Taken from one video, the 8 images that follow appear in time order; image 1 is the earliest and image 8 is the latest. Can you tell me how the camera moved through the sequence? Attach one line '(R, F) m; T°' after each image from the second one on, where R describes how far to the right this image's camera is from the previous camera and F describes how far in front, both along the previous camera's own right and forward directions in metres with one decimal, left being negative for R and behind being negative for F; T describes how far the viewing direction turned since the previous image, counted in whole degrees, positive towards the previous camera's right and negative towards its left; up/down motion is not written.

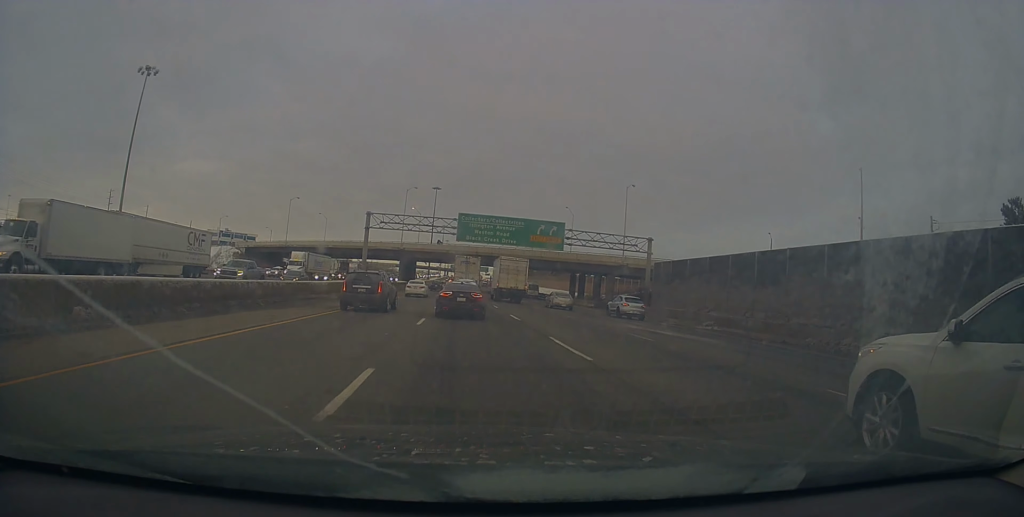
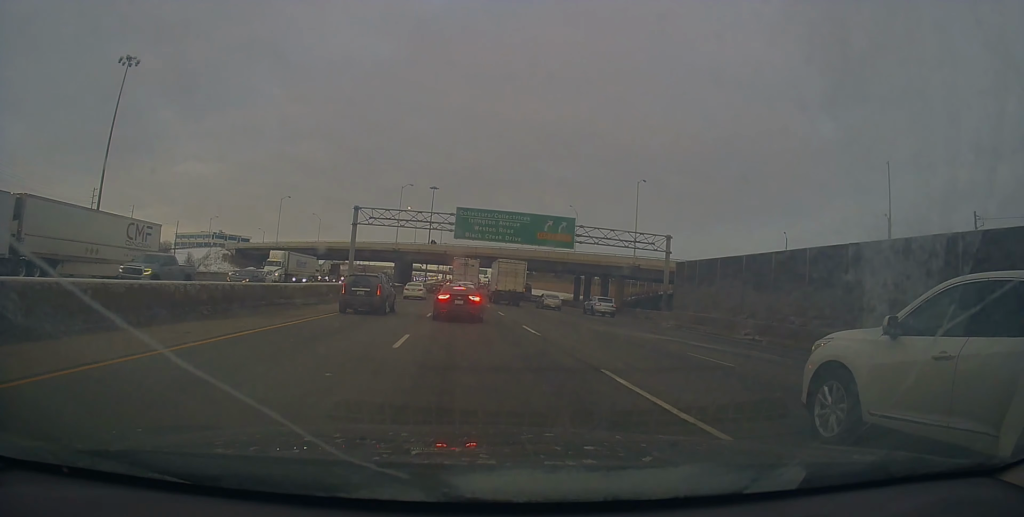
(-0.1, +5.7) m; -1°
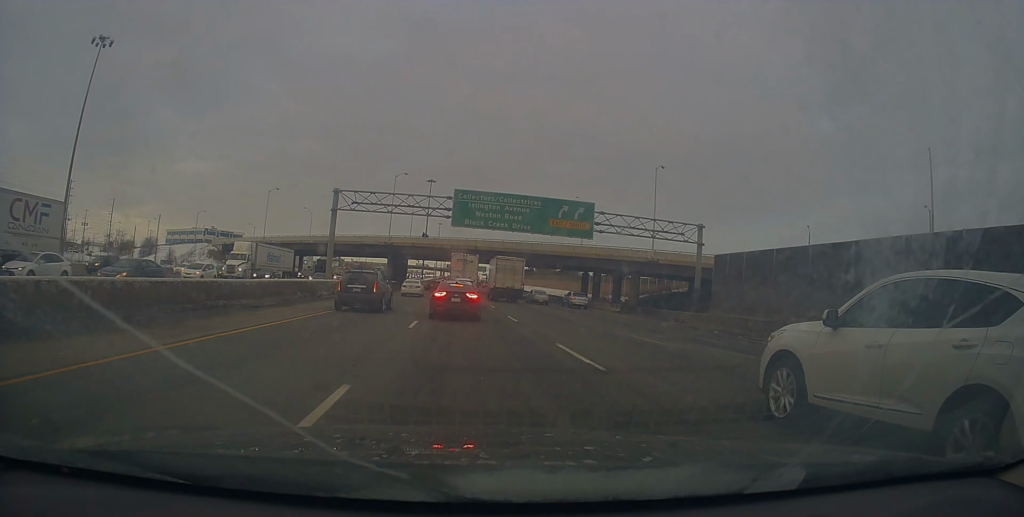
(-0.1, +7.5) m; -1°
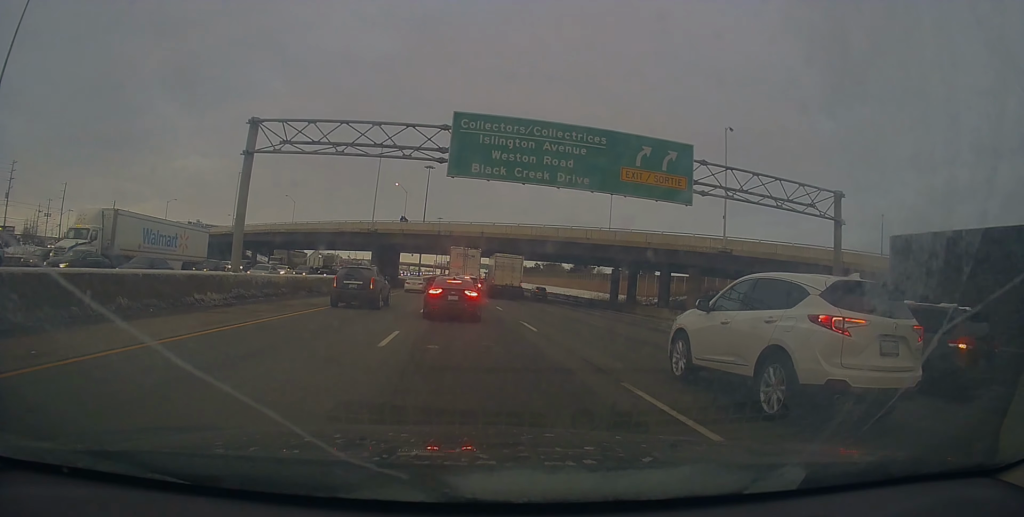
(+0.5, +18.7) m; +1°
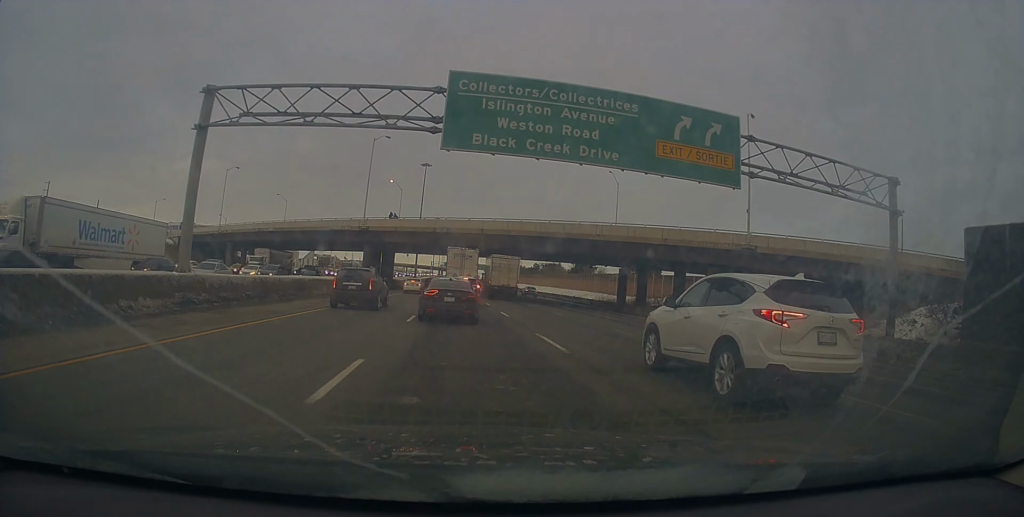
(-0.2, +4.9) m; 0°
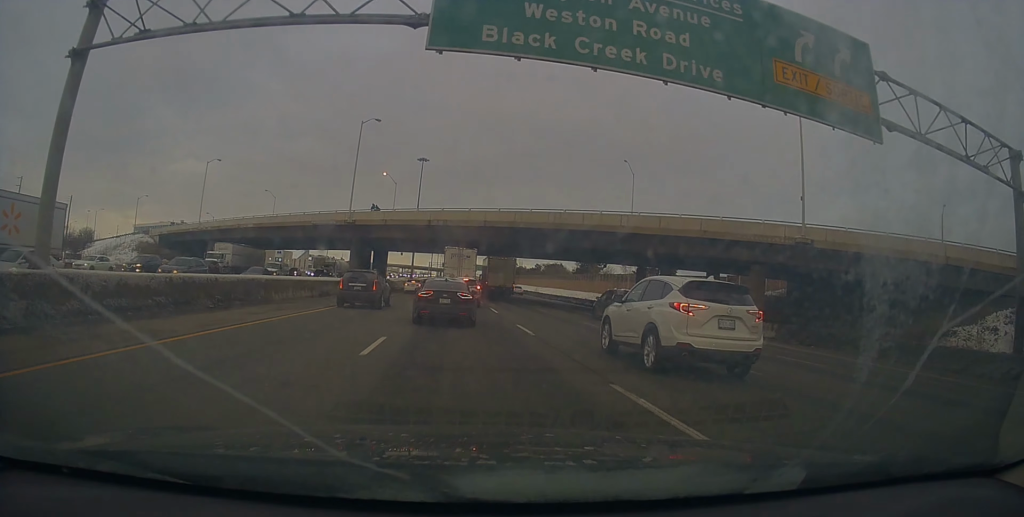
(+0.1, +8.2) m; 0°
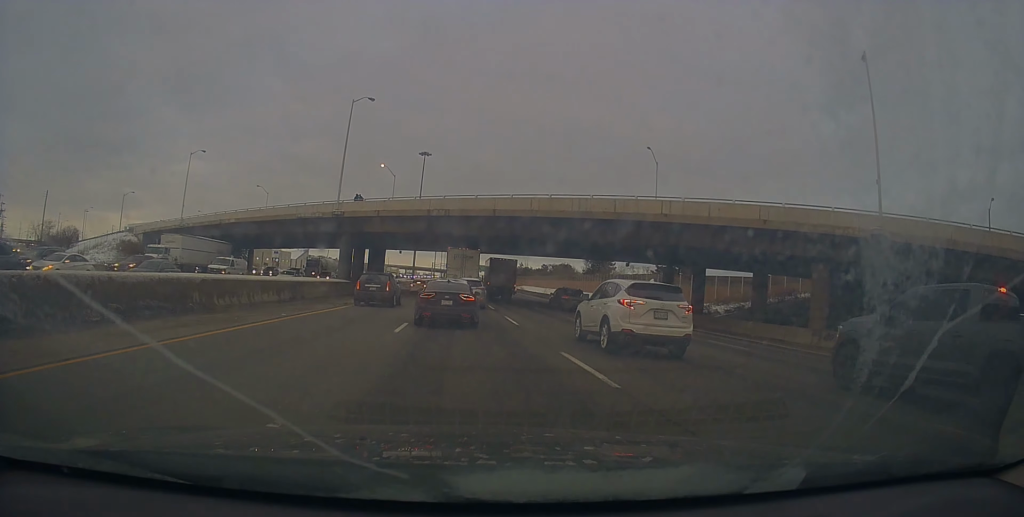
(-0.2, +8.0) m; -2°
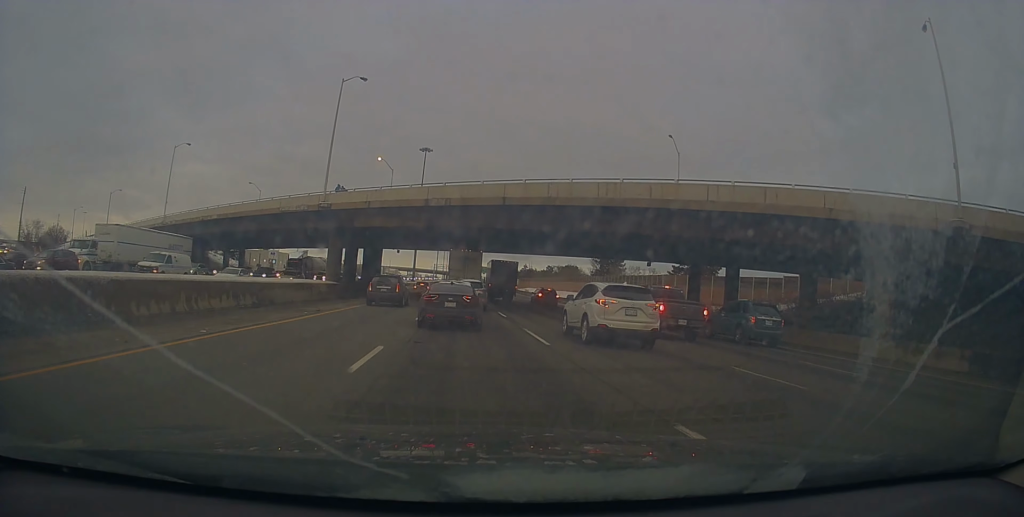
(-0.1, +6.3) m; +2°
